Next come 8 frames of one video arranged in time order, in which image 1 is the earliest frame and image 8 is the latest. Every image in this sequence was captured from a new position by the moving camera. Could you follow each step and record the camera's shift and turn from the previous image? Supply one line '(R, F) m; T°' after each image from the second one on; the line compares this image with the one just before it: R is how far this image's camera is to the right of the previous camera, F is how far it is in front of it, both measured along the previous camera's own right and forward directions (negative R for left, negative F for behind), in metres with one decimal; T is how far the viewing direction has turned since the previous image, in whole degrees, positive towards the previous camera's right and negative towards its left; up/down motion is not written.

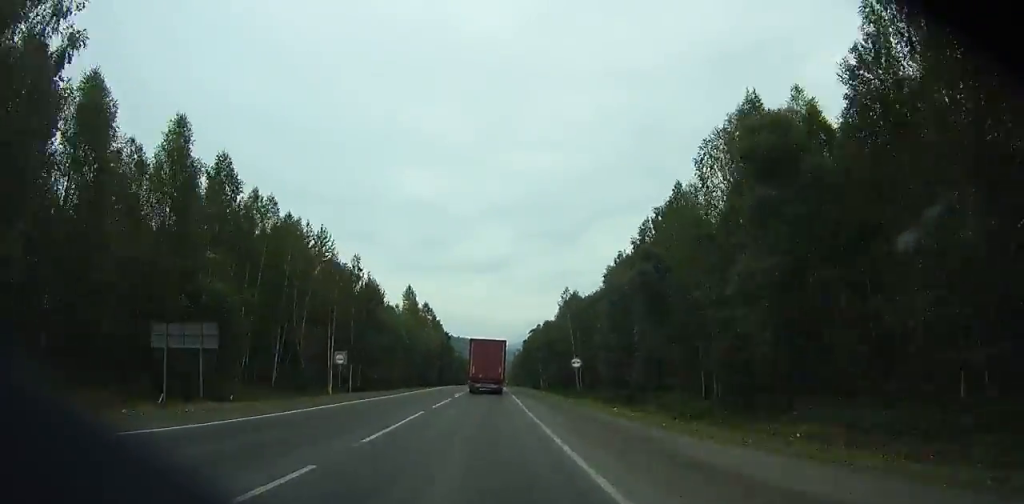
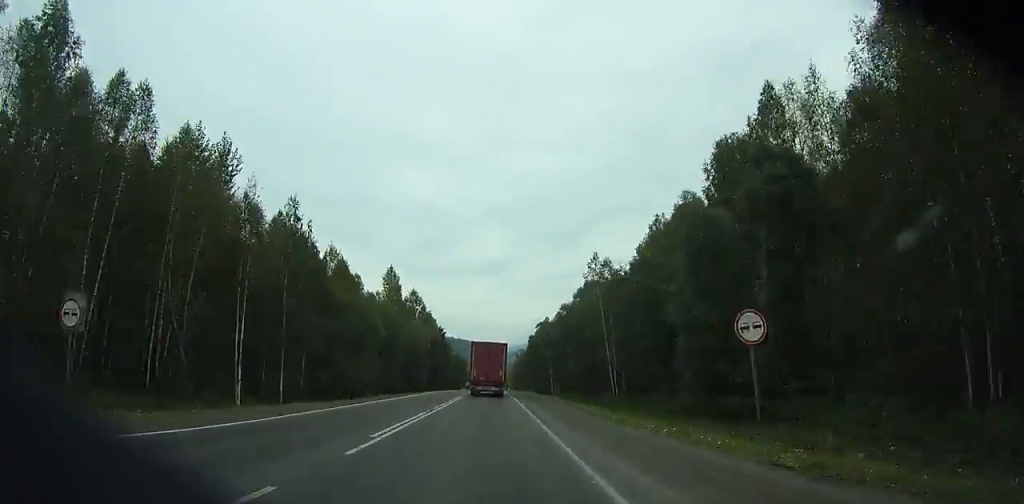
(+0.1, +25.6) m; 0°
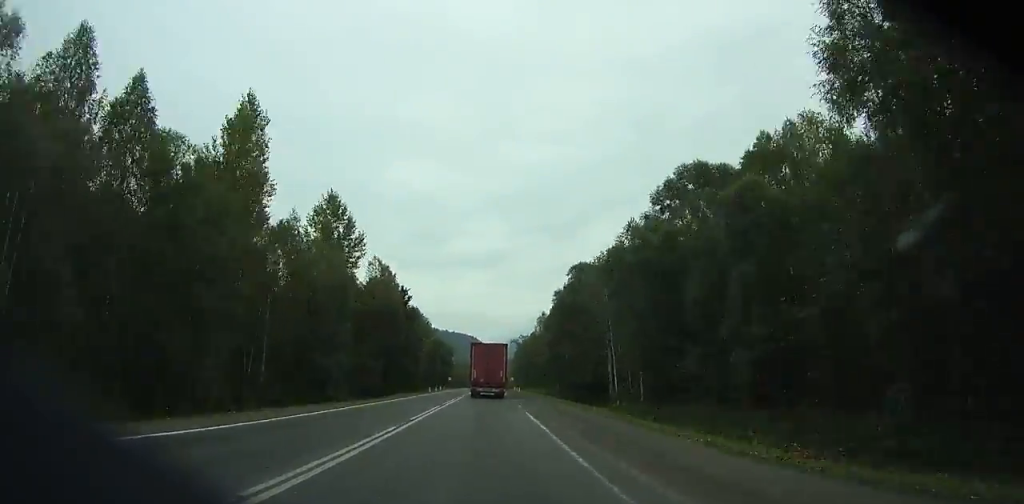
(+0.2, +66.0) m; 0°
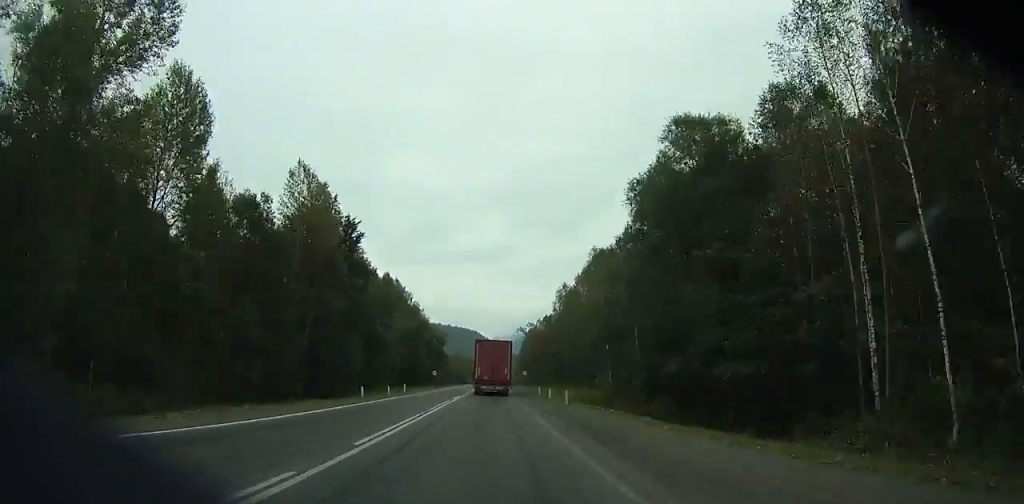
(+0.1, +42.8) m; 0°
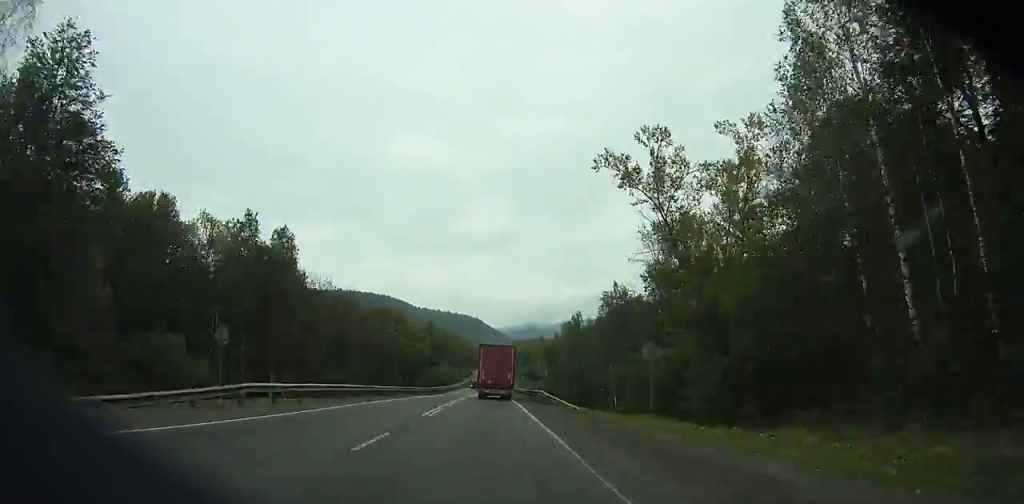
(-0.2, +191.5) m; 0°
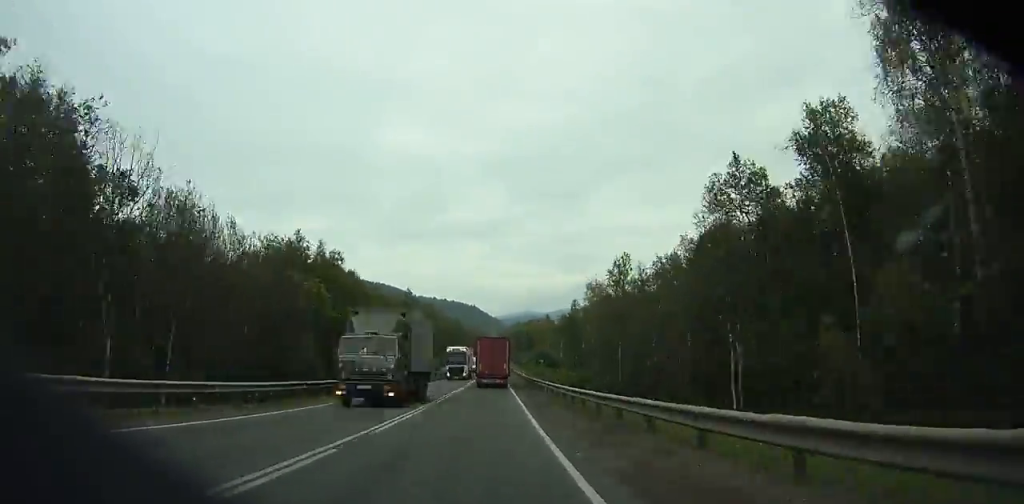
(-0.1, +50.7) m; 0°
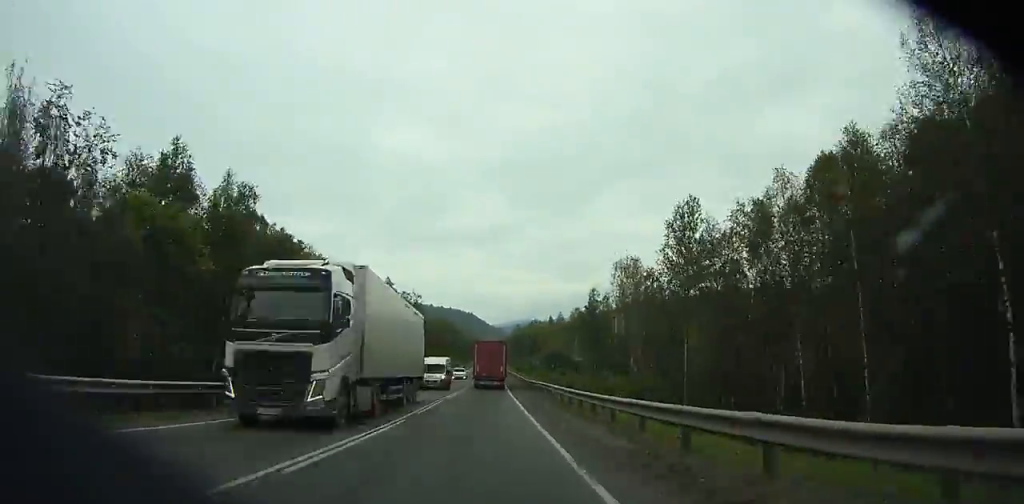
(0.0, +29.0) m; 0°
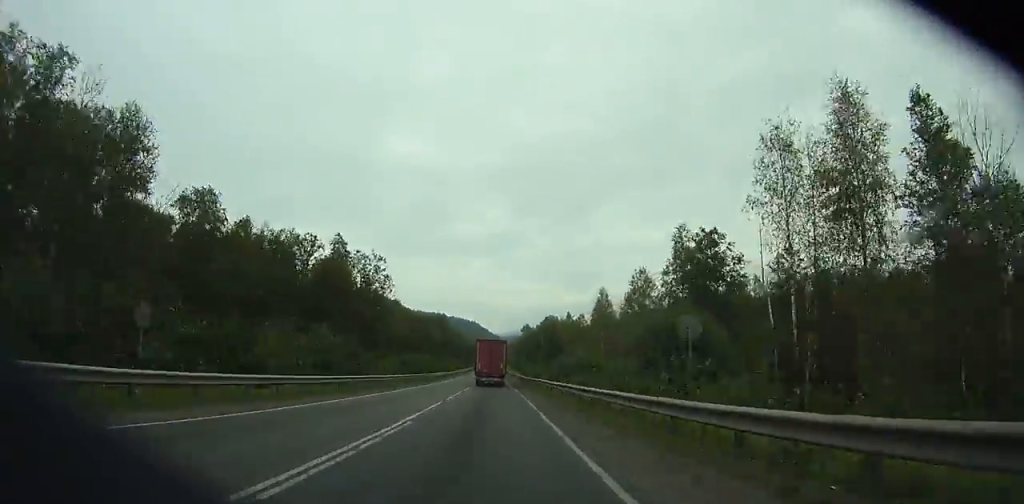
(0.0, +49.2) m; 0°
